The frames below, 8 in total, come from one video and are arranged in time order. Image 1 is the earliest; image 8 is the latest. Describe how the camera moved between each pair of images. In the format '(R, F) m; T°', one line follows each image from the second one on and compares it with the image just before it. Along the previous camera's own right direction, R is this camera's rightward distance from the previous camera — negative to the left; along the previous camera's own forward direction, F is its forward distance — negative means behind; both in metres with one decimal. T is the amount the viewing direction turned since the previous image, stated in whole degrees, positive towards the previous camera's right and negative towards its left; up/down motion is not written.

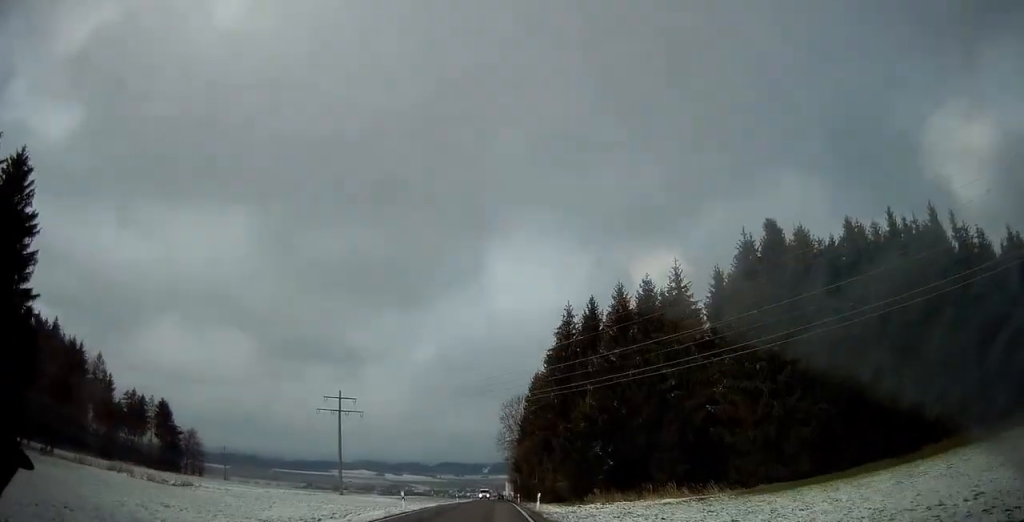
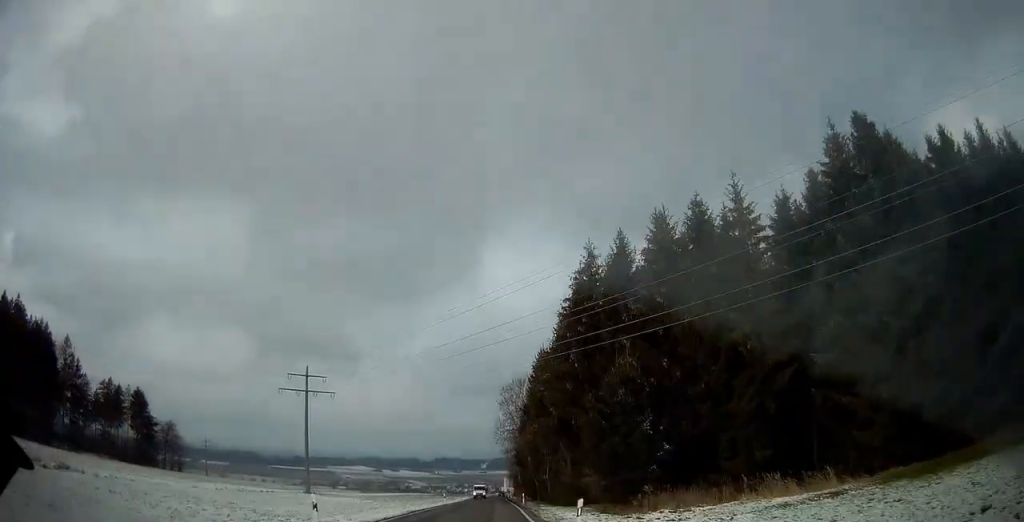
(0.0, +14.8) m; +1°
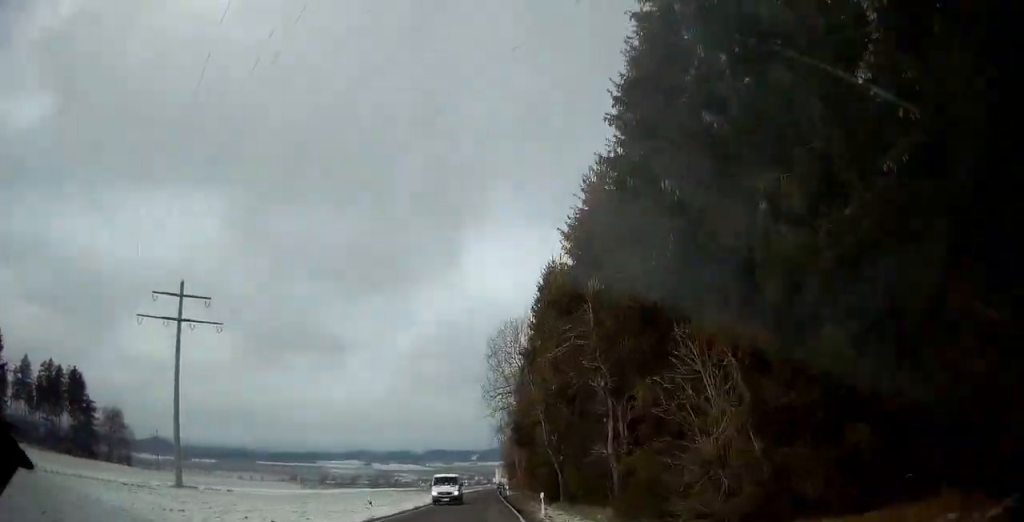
(+0.4, +29.9) m; +1°
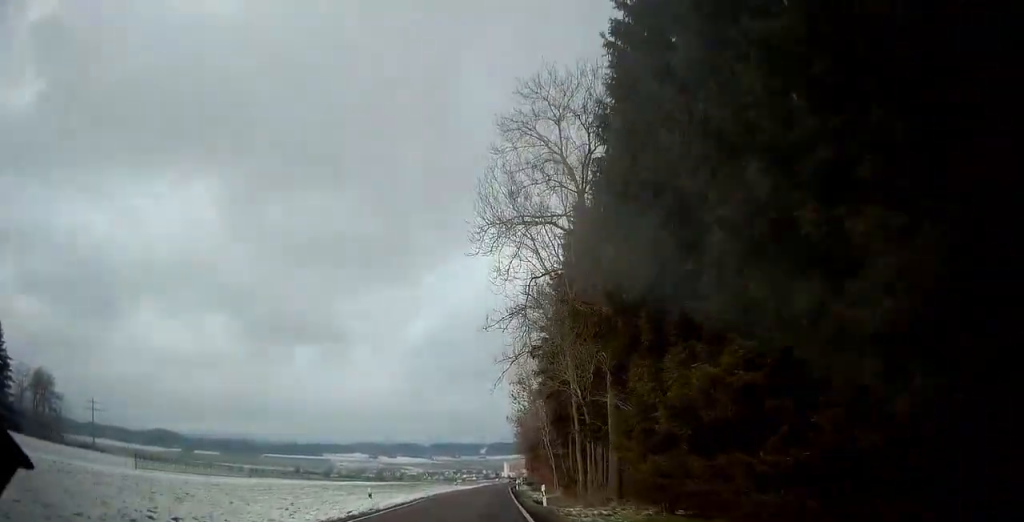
(+0.4, +40.2) m; +1°
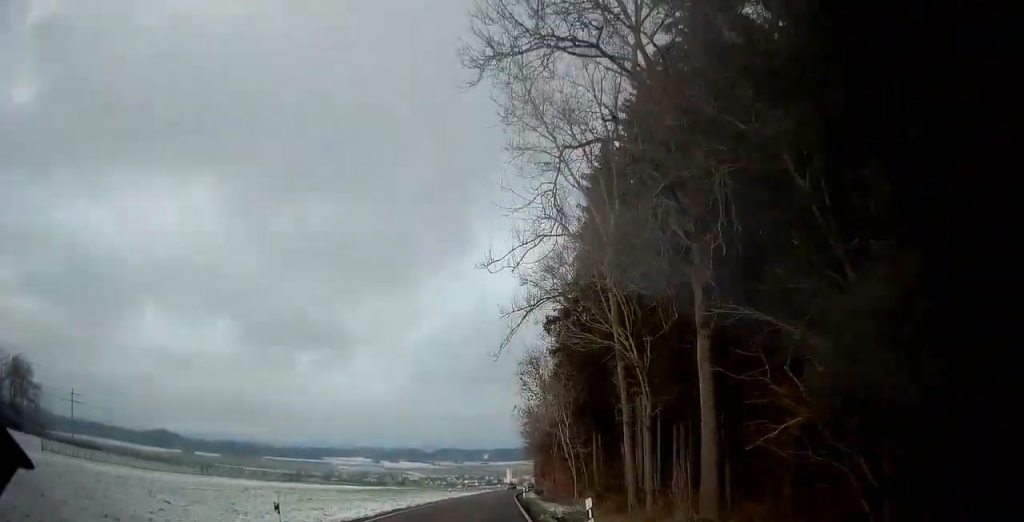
(0.0, +10.7) m; -1°
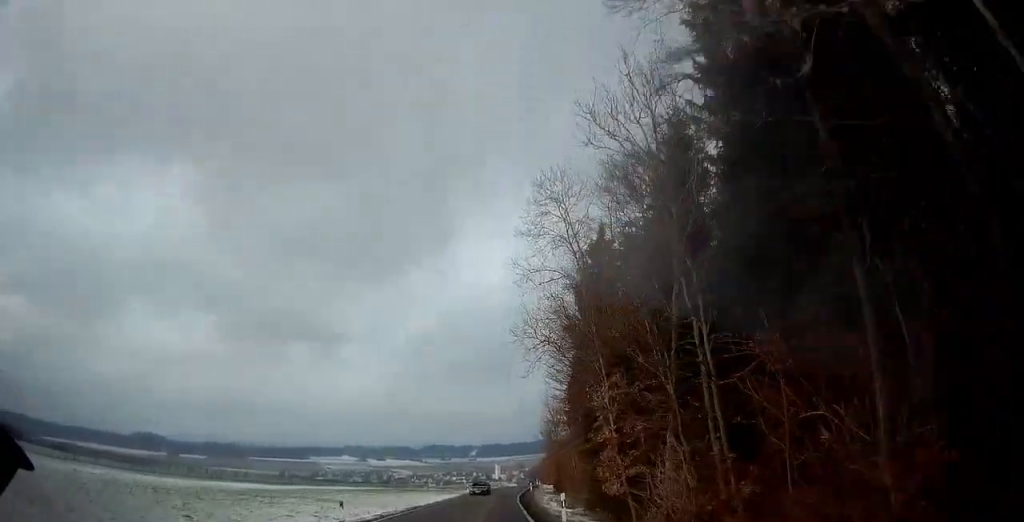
(-0.8, +37.2) m; -2°
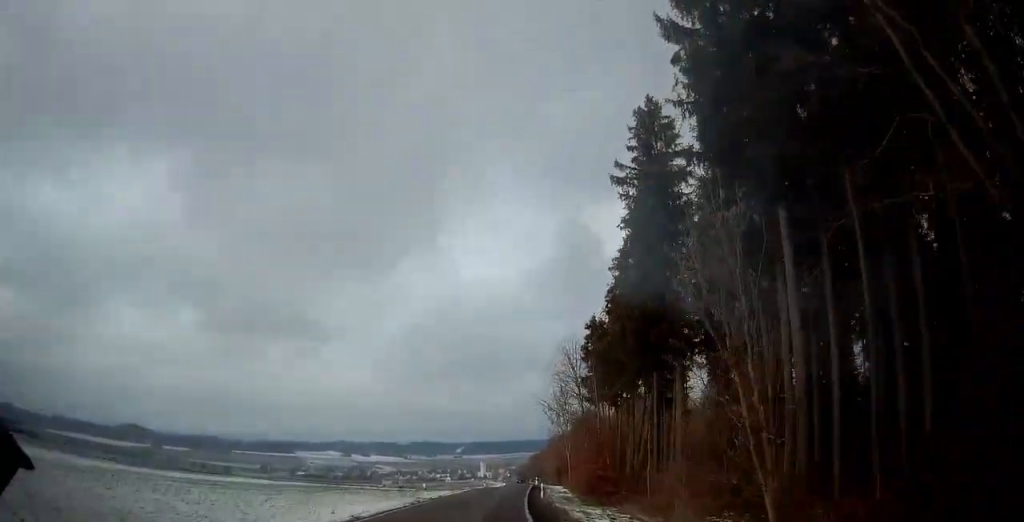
(+0.1, +29.5) m; +1°
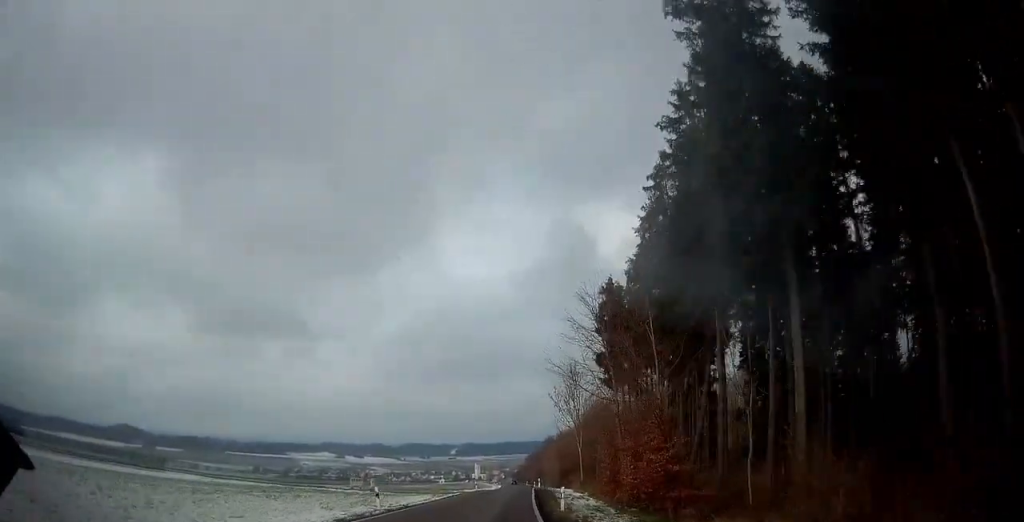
(+0.1, +12.8) m; 0°
